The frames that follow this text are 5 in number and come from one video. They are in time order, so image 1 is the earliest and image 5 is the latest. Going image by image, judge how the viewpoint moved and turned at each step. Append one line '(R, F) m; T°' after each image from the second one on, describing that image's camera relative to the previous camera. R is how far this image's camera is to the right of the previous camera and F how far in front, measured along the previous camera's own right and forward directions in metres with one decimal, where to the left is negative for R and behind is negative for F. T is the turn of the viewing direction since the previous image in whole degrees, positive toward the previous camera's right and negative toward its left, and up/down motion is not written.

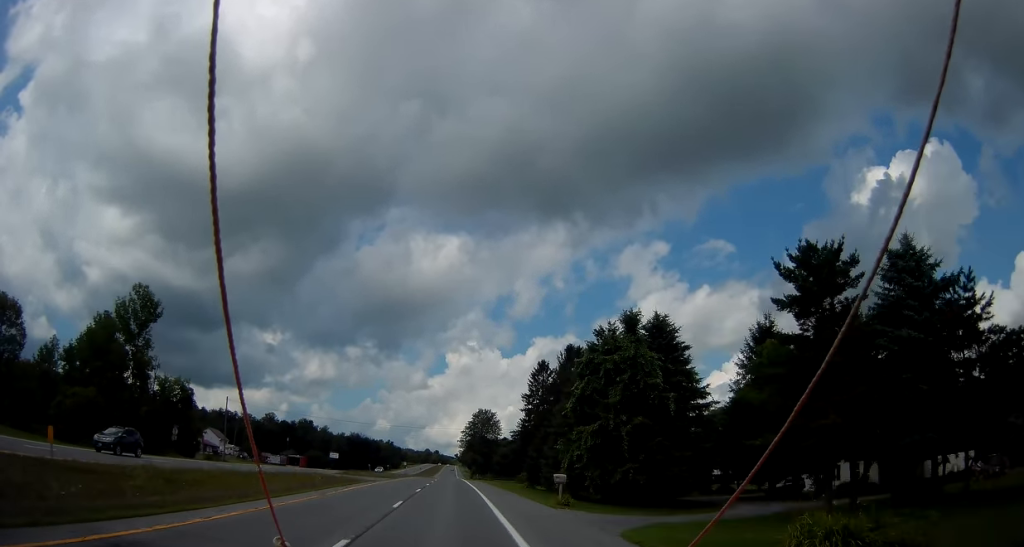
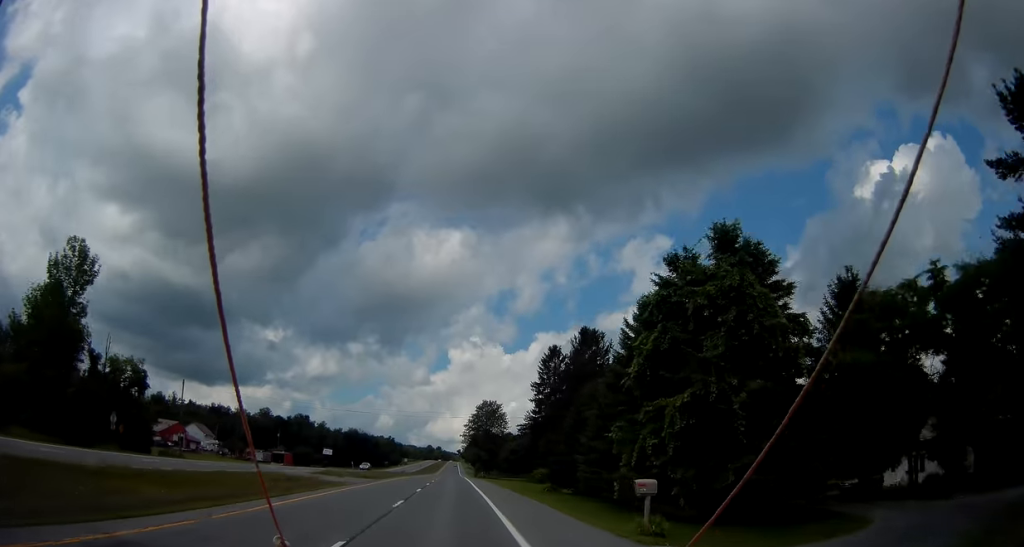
(+0.1, +12.6) m; -1°
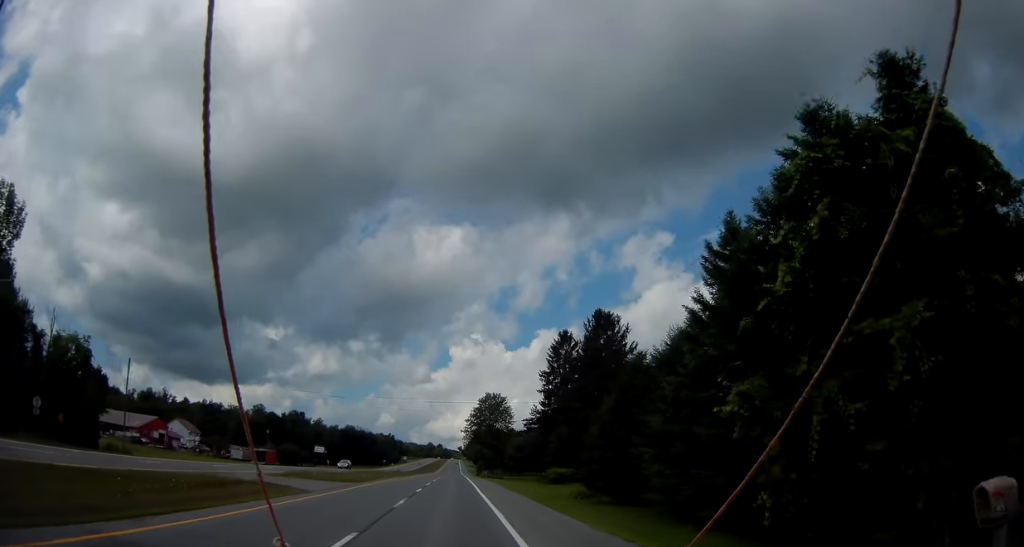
(-0.2, +11.1) m; 0°
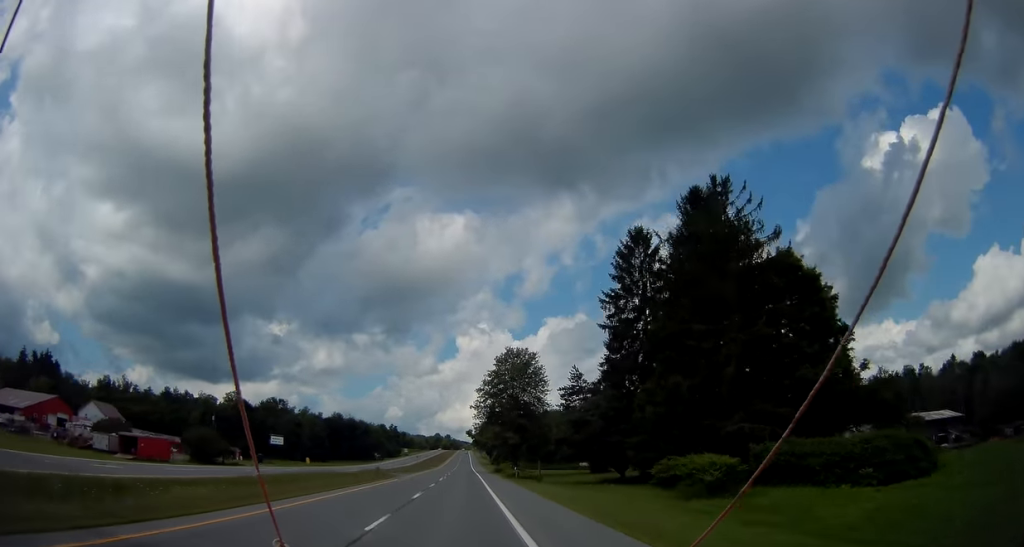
(+0.5, +43.7) m; +1°
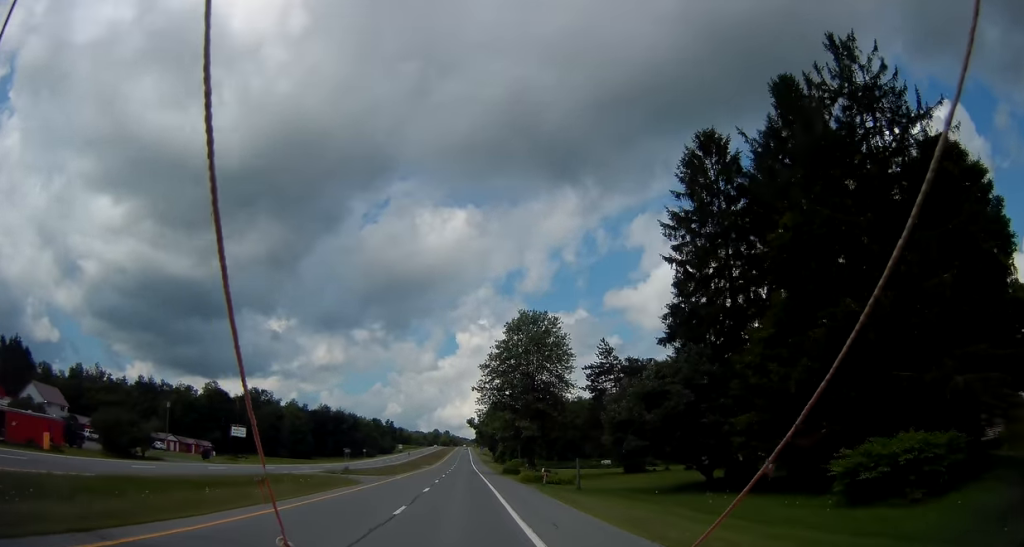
(-0.2, +20.6) m; -1°
